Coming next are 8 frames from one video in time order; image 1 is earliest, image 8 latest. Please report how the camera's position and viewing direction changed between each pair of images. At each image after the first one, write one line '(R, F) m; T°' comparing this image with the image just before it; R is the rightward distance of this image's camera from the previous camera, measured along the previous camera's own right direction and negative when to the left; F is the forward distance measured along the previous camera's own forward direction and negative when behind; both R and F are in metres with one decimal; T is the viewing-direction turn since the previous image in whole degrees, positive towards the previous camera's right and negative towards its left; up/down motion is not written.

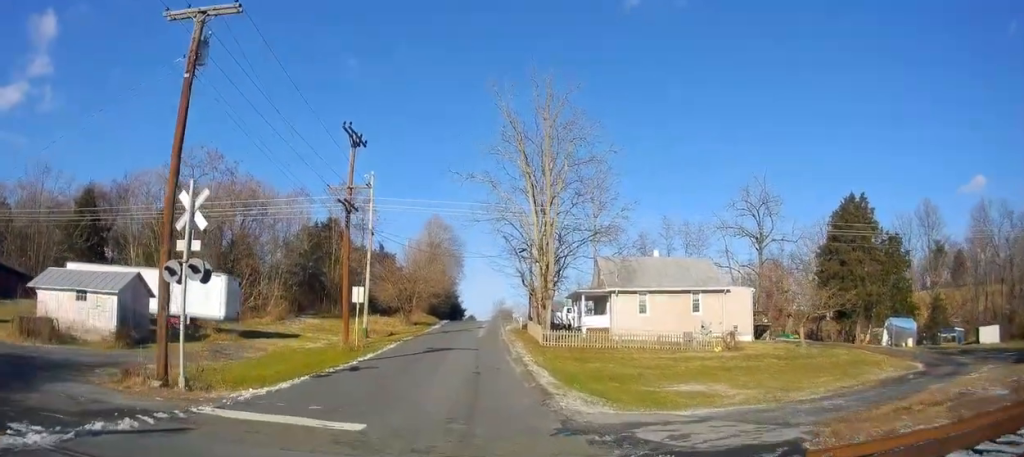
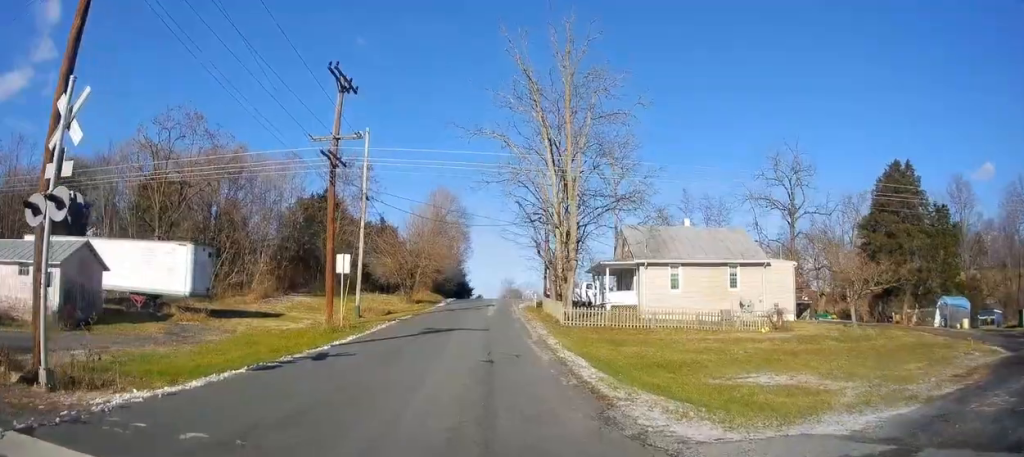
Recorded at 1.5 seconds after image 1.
(+0.4, +5.6) m; -1°
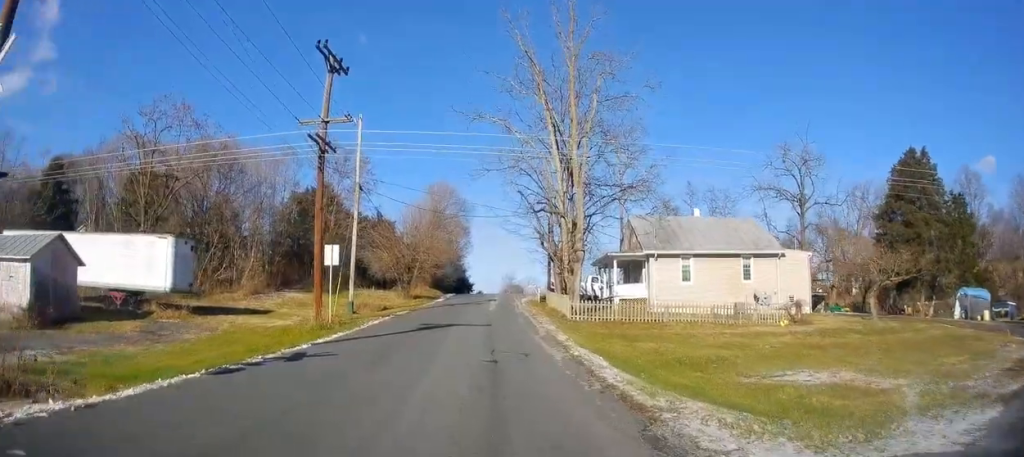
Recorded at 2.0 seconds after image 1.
(-0.2, +2.1) m; -2°
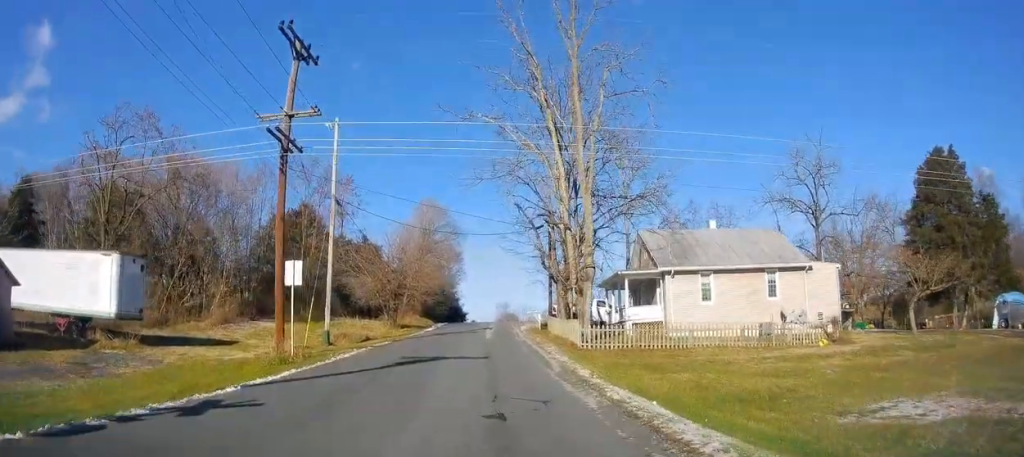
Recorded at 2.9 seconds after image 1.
(-0.3, +4.4) m; 0°
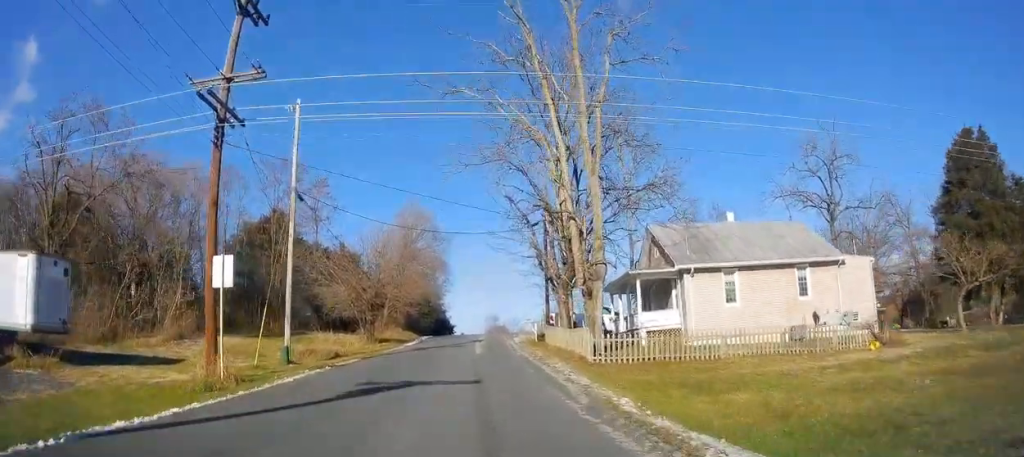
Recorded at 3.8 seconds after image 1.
(+0.3, +4.6) m; +5°
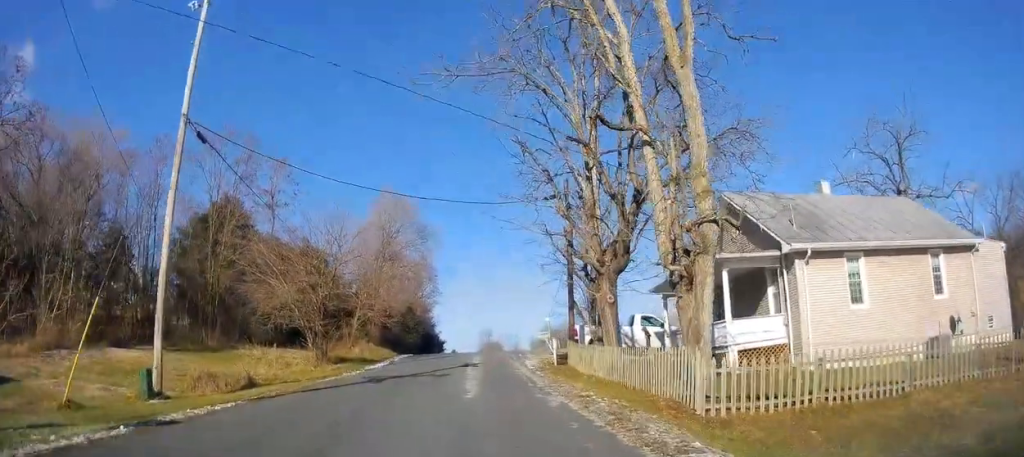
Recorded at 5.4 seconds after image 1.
(+0.4, +10.1) m; +4°
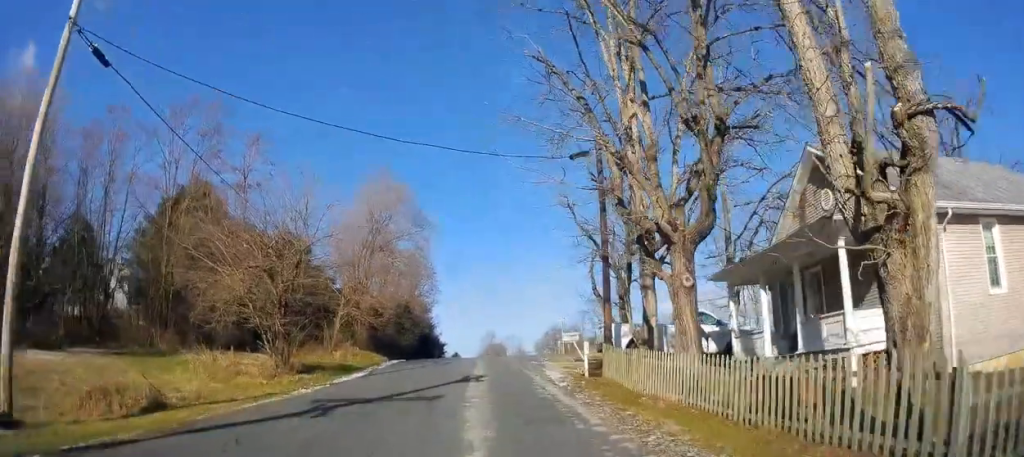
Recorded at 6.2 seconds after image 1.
(+0.2, +5.9) m; 0°
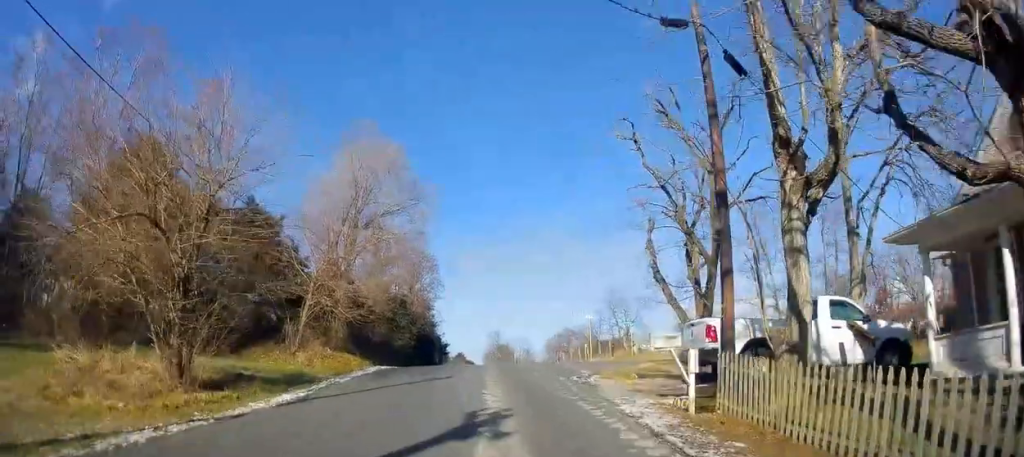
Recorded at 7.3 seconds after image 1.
(-0.2, +8.3) m; -6°
